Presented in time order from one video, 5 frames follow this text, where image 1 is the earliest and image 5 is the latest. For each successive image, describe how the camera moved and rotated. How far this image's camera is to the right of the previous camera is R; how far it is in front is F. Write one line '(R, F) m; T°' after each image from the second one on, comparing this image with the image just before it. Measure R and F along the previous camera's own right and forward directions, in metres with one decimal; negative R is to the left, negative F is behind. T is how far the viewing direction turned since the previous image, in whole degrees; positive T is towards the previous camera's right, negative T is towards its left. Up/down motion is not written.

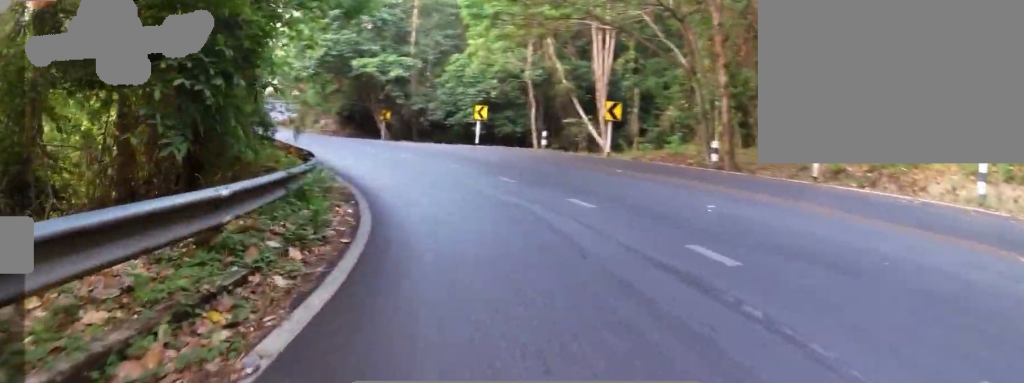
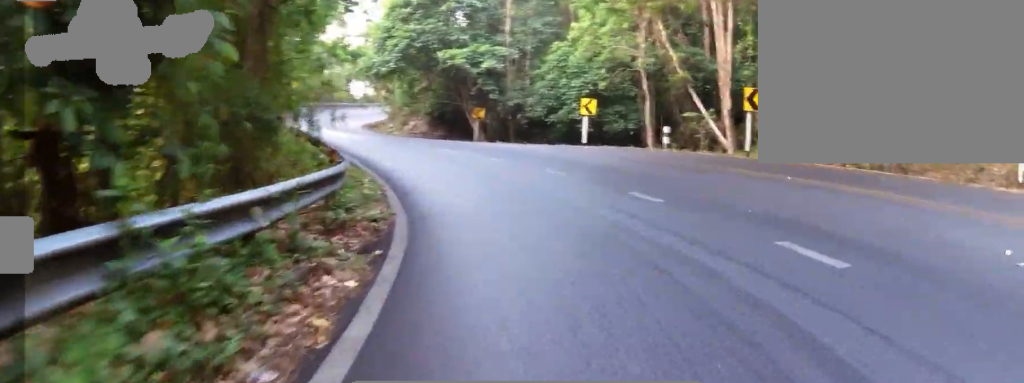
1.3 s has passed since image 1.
(+0.3, +4.8) m; -15°
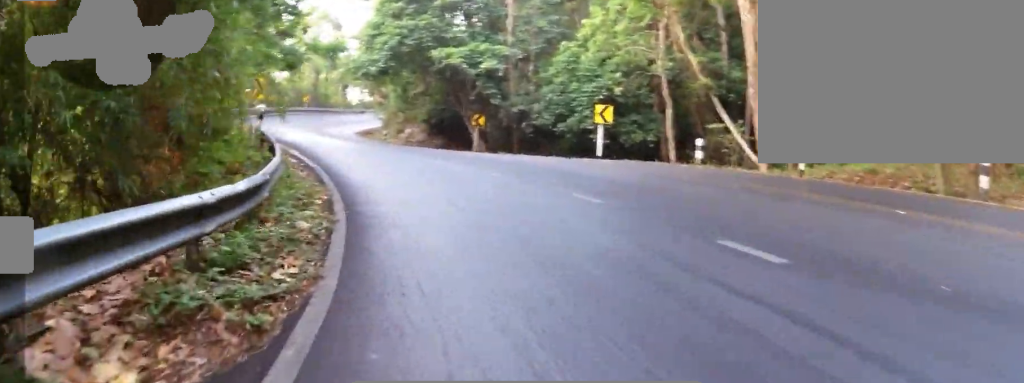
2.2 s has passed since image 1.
(-1.0, +3.5) m; -14°
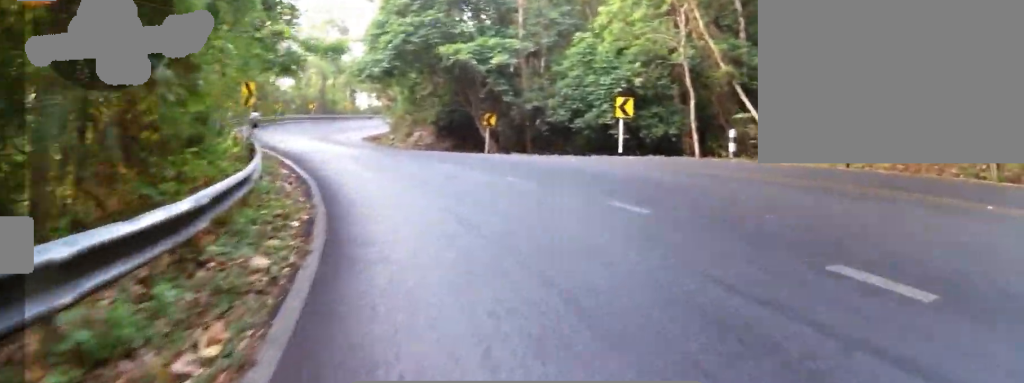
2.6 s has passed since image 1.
(-0.1, +1.6) m; -2°
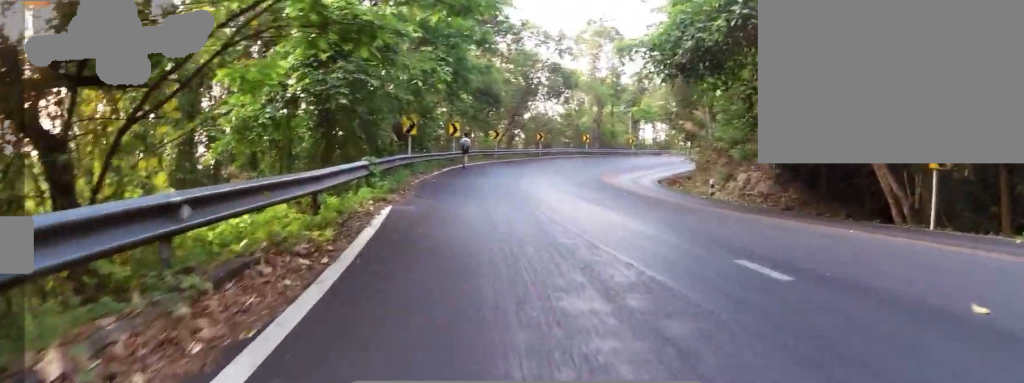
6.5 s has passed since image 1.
(-4.1, +15.7) m; -11°
